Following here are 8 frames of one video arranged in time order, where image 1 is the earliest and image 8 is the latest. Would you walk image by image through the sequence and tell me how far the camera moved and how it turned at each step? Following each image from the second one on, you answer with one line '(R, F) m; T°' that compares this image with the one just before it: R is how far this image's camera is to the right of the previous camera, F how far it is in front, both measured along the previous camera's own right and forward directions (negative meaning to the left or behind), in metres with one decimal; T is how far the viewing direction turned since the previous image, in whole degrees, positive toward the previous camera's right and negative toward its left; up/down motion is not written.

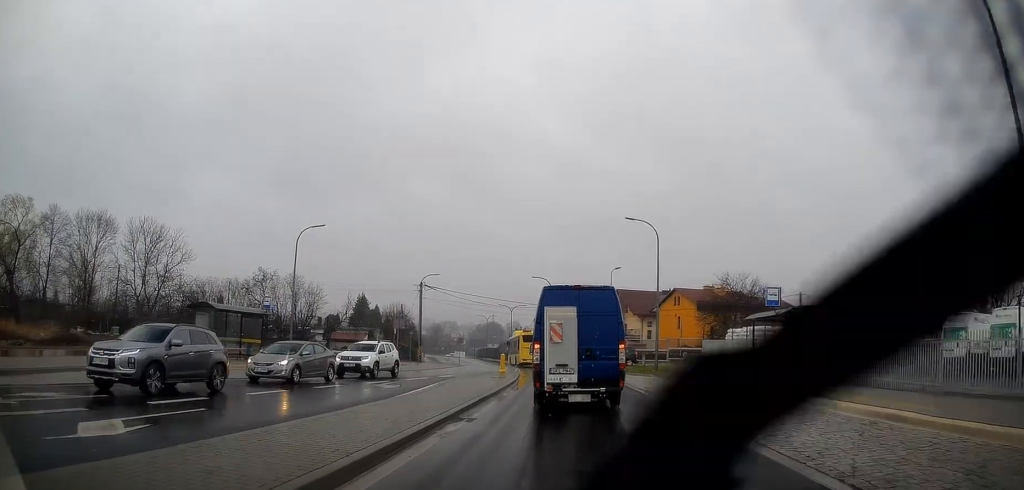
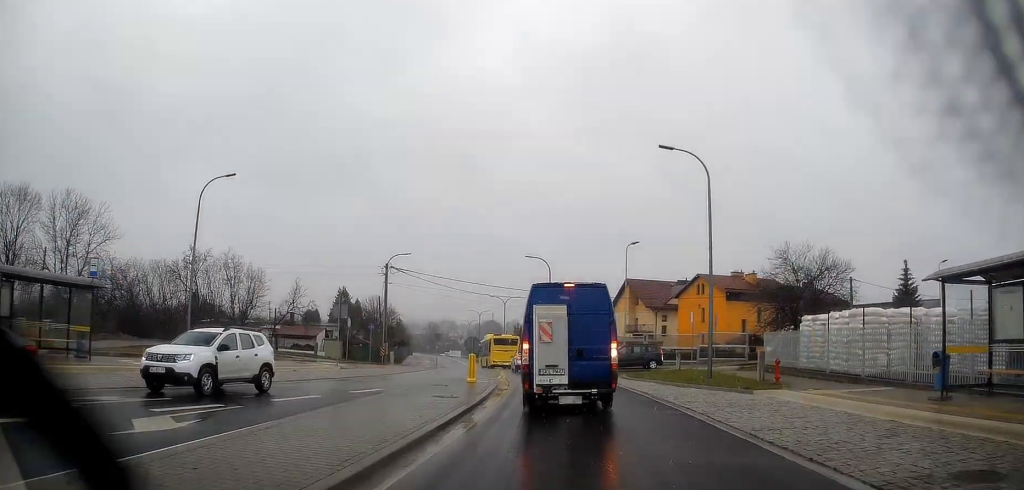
(-0.6, +13.3) m; 0°
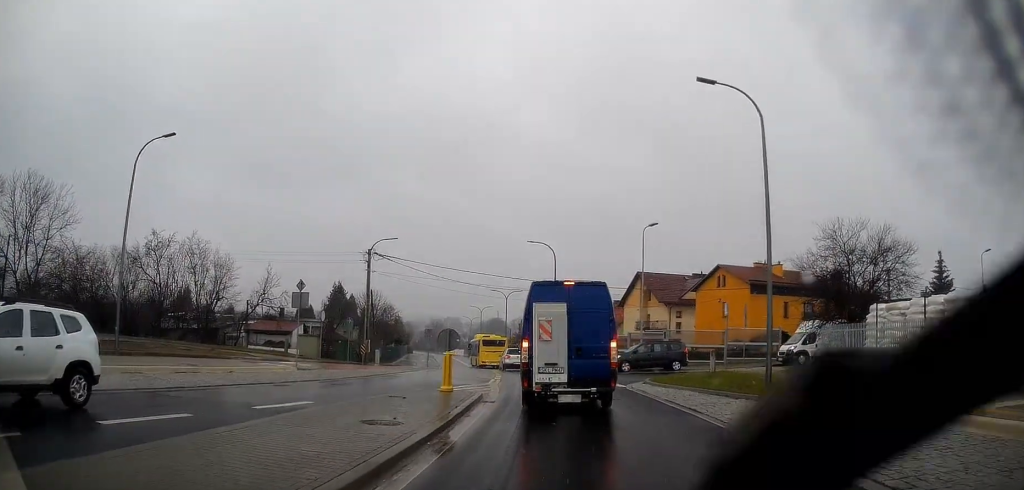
(+0.5, +6.4) m; +3°
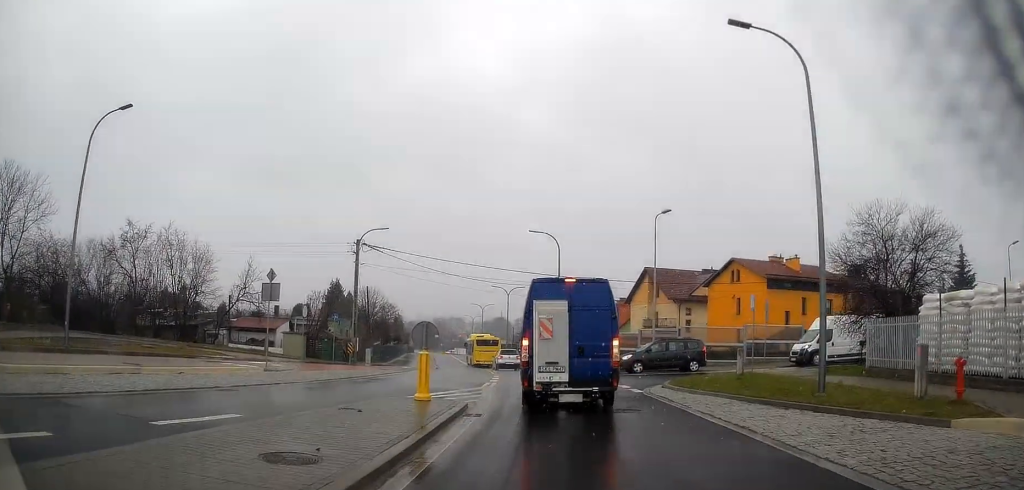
(-0.1, +3.4) m; -1°
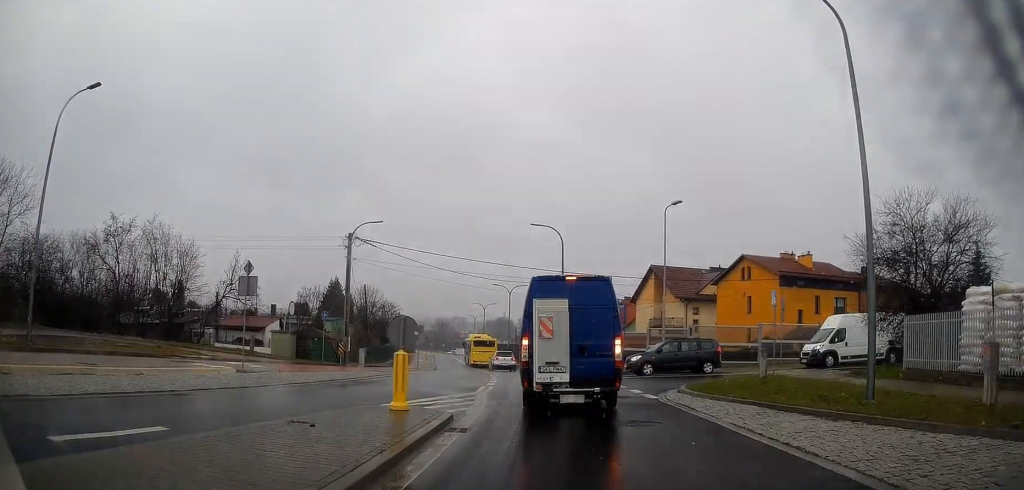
(-0.1, +2.4) m; -1°
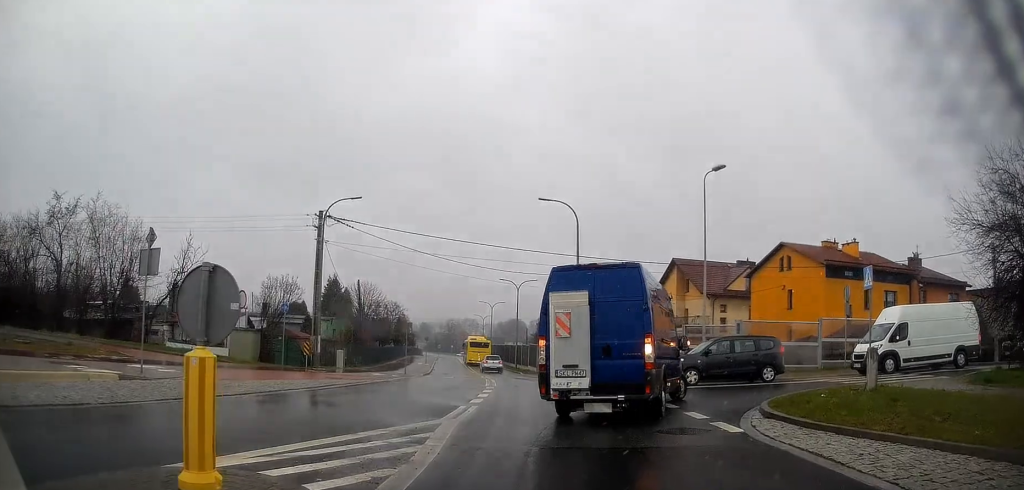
(0.0, +7.4) m; 0°
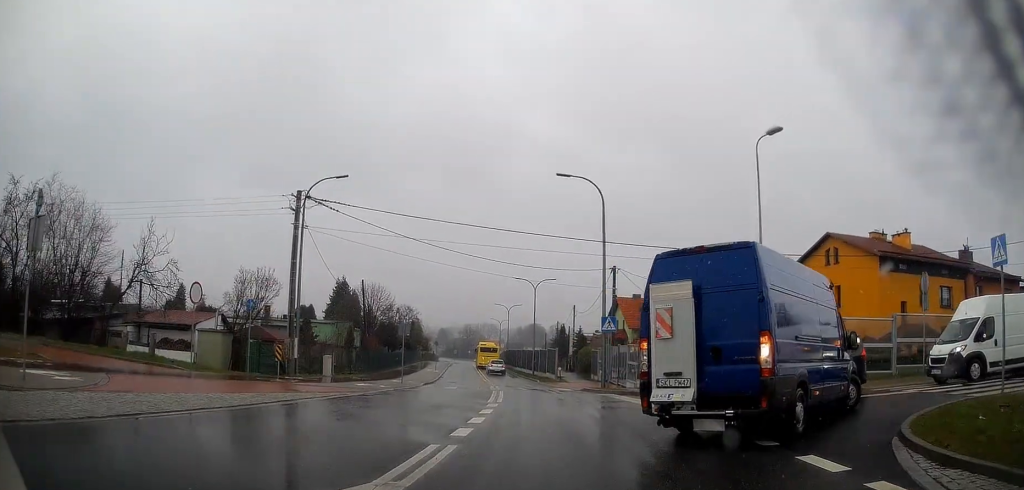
(0.0, +6.4) m; -3°
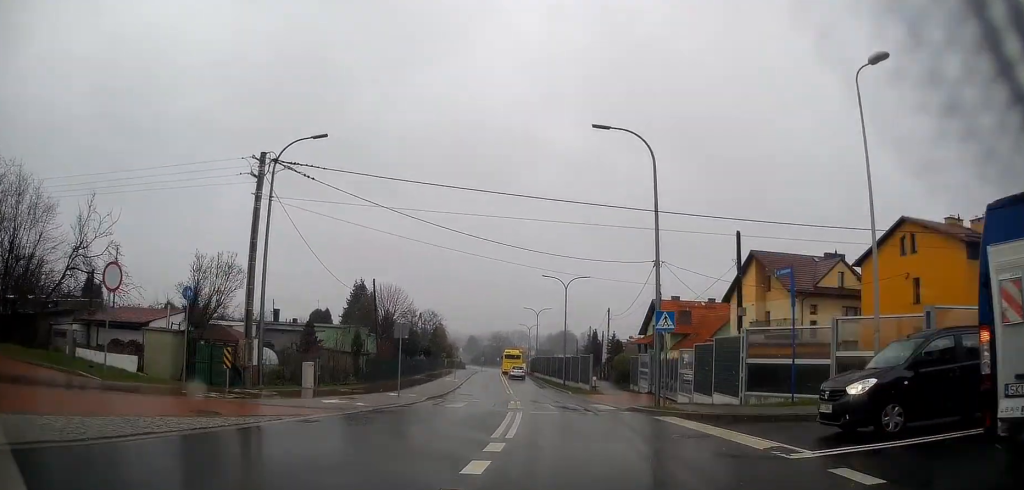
(-0.3, +7.4) m; -5°
